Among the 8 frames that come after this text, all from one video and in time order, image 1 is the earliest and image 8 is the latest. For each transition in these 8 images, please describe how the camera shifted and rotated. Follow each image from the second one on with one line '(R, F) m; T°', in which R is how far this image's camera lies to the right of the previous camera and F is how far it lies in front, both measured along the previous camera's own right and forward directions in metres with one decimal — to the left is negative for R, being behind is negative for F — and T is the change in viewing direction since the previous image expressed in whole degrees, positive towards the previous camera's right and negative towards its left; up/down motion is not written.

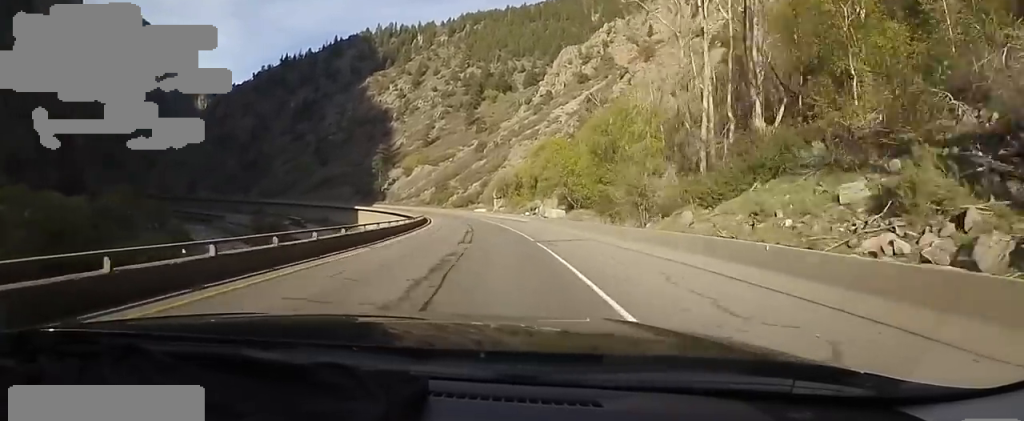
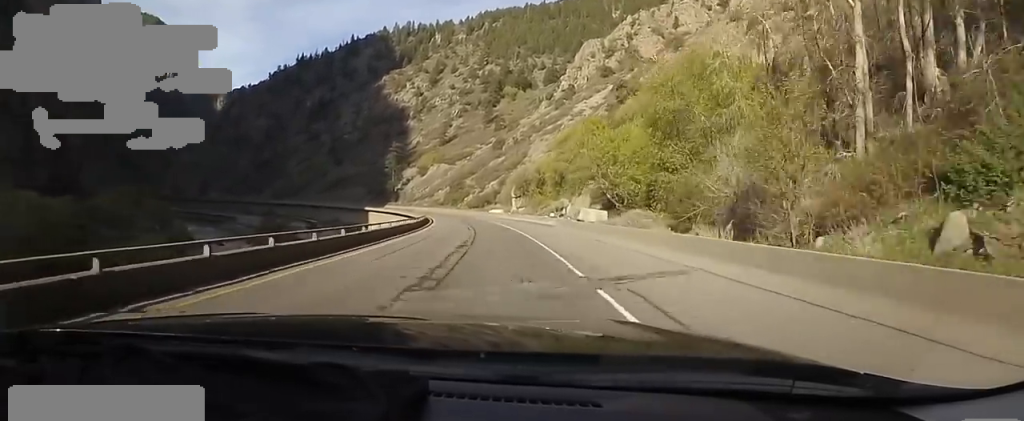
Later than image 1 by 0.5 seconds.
(-0.9, +12.5) m; -3°
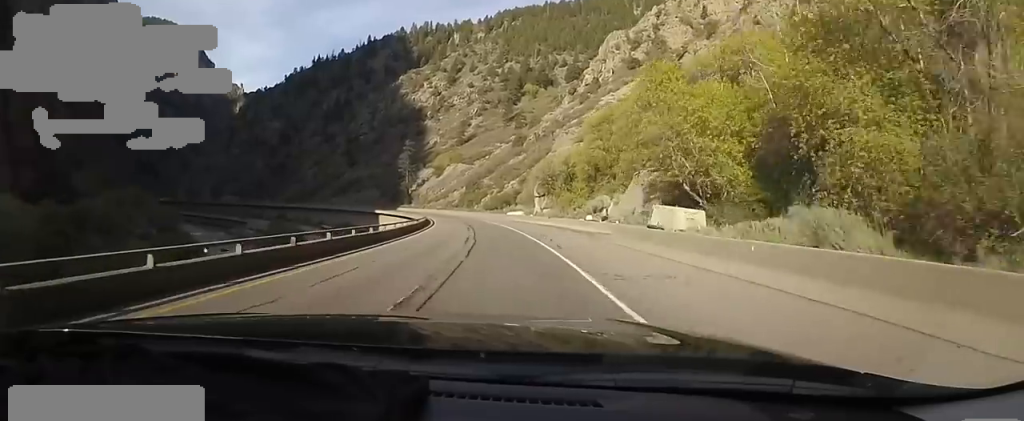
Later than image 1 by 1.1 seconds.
(-0.4, +14.2) m; -4°
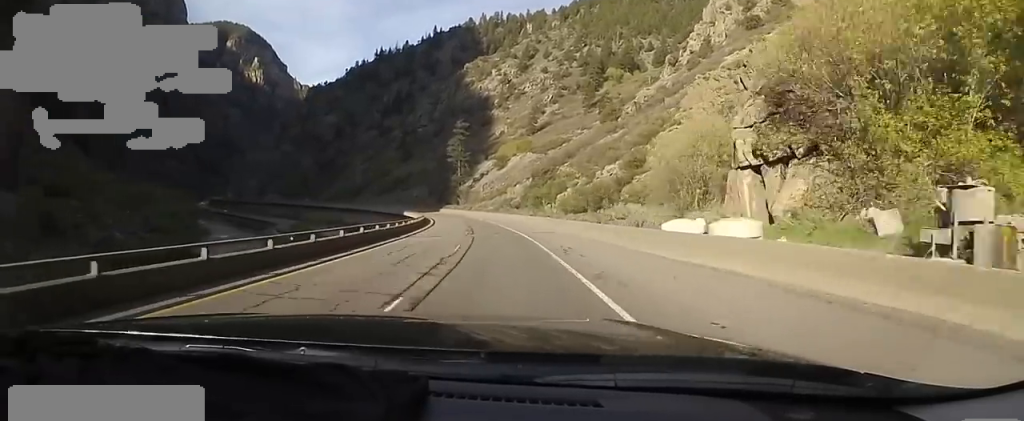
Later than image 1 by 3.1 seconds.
(-5.6, +51.3) m; -12°
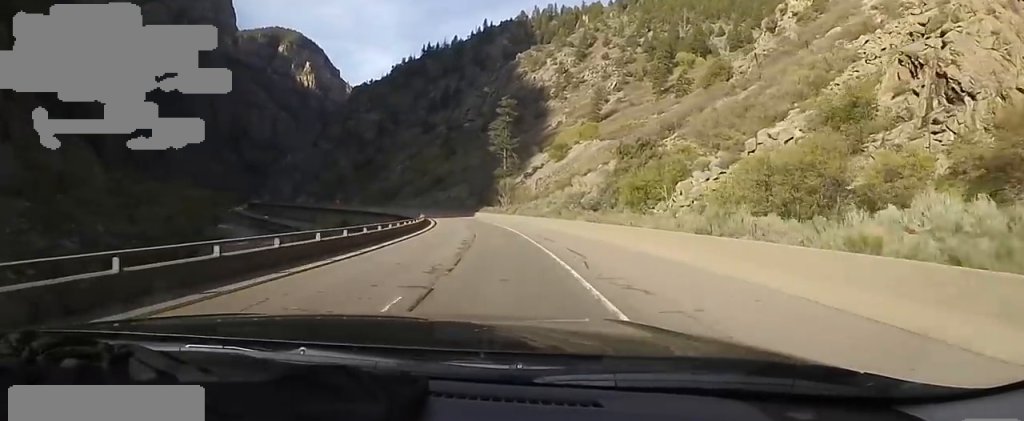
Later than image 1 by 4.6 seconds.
(-2.8, +36.6) m; -8°
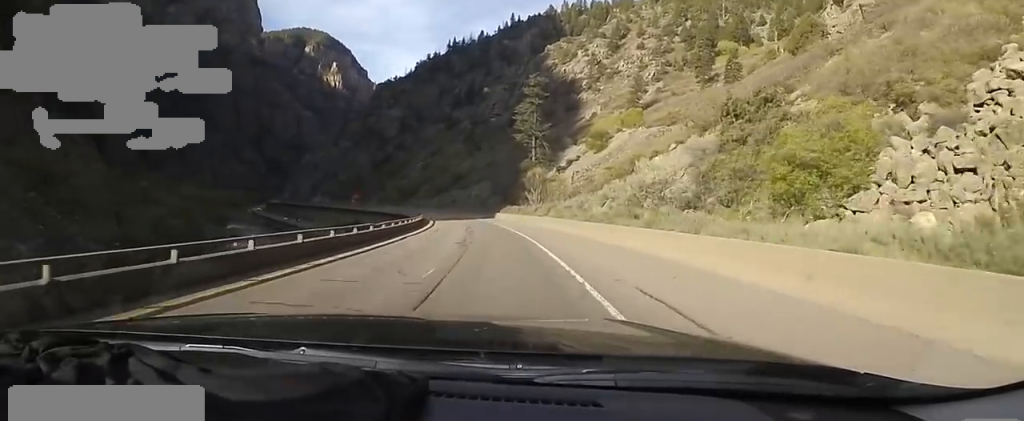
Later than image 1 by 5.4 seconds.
(-0.6, +19.8) m; -3°
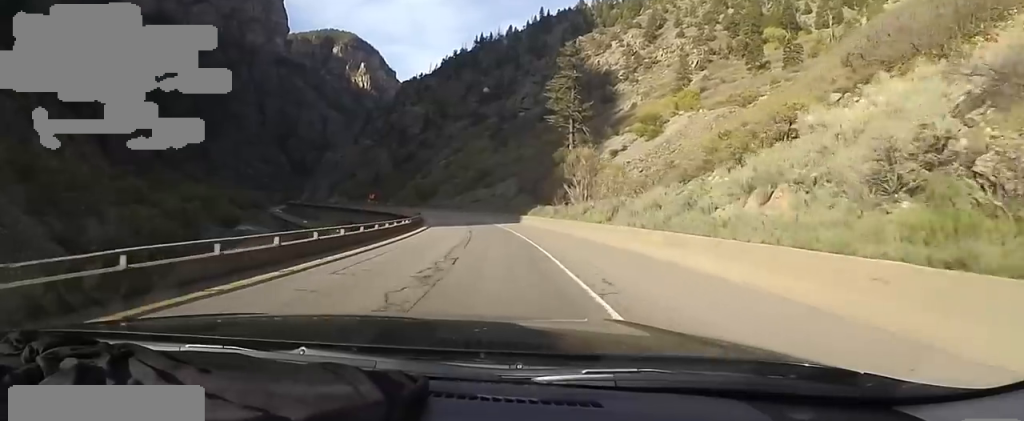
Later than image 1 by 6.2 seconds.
(-0.1, +19.7) m; -2°
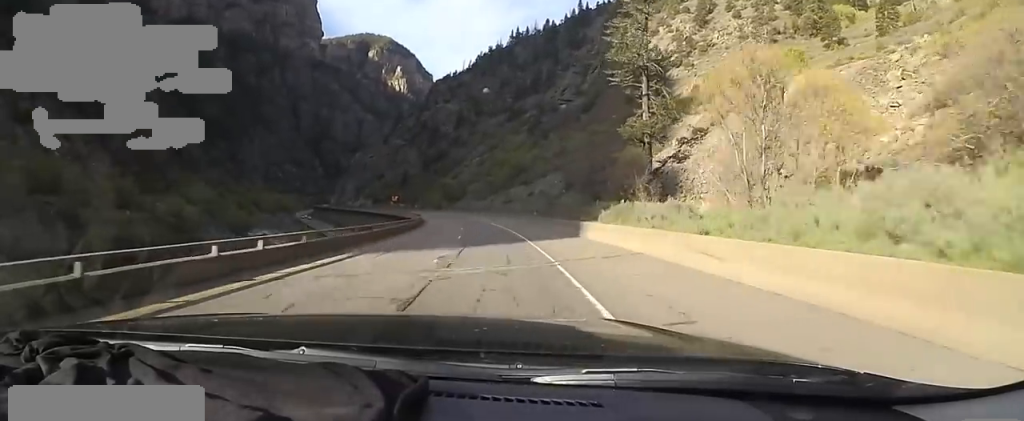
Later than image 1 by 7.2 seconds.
(-1.0, +25.5) m; -4°
